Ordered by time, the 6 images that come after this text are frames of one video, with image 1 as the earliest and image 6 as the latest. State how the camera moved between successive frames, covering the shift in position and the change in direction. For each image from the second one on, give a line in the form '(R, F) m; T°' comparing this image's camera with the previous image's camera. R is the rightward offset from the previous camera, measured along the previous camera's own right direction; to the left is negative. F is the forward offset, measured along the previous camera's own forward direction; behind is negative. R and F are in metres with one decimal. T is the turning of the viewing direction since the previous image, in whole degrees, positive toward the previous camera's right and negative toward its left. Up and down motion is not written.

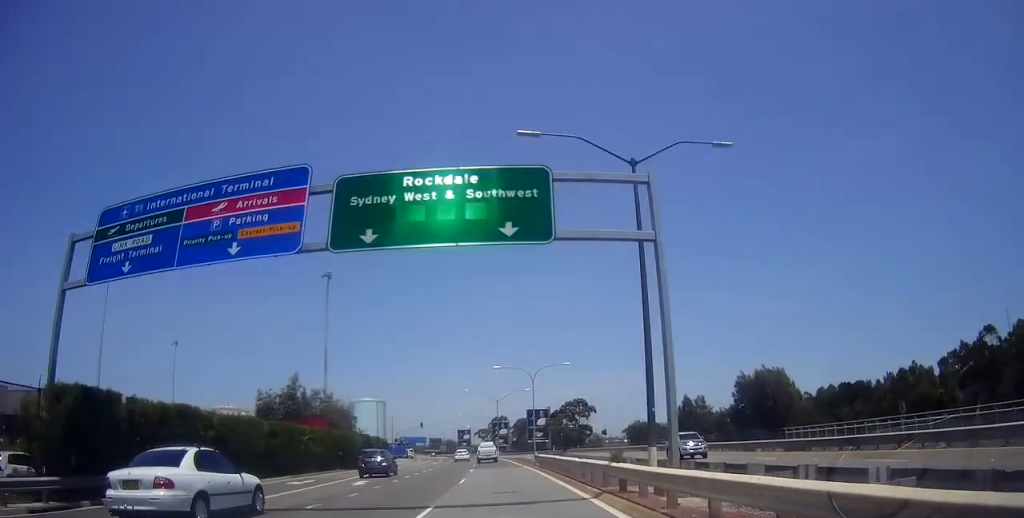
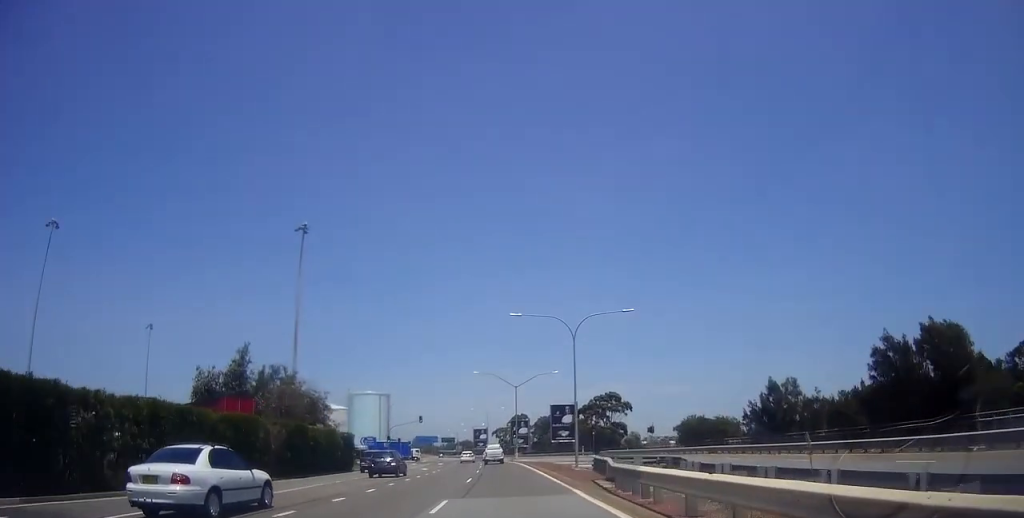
(-0.8, +23.0) m; -2°
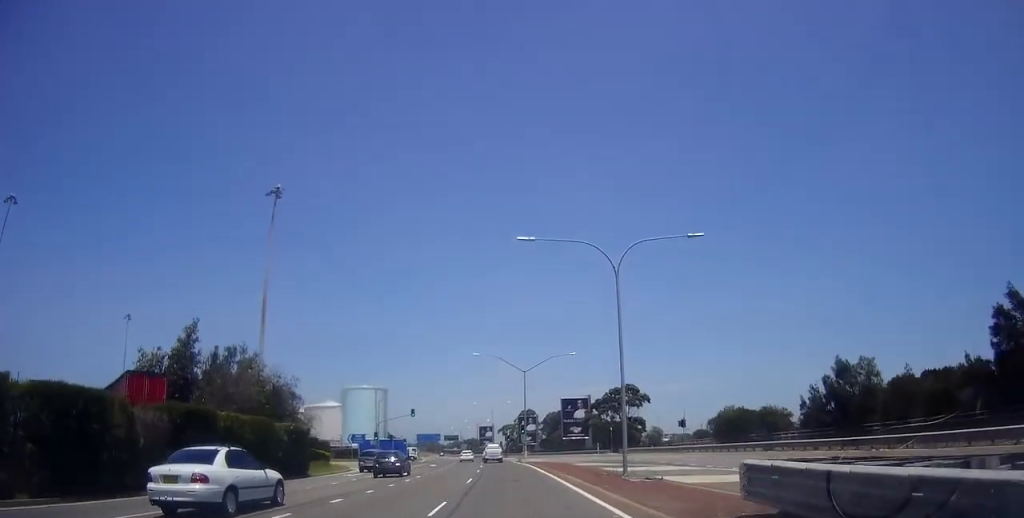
(0.0, +12.9) m; 0°
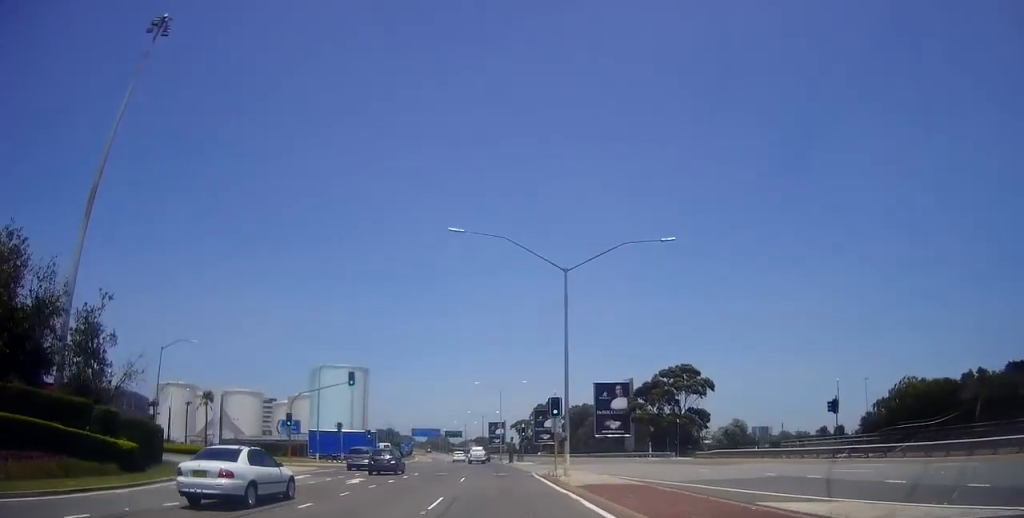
(-0.9, +34.7) m; -2°
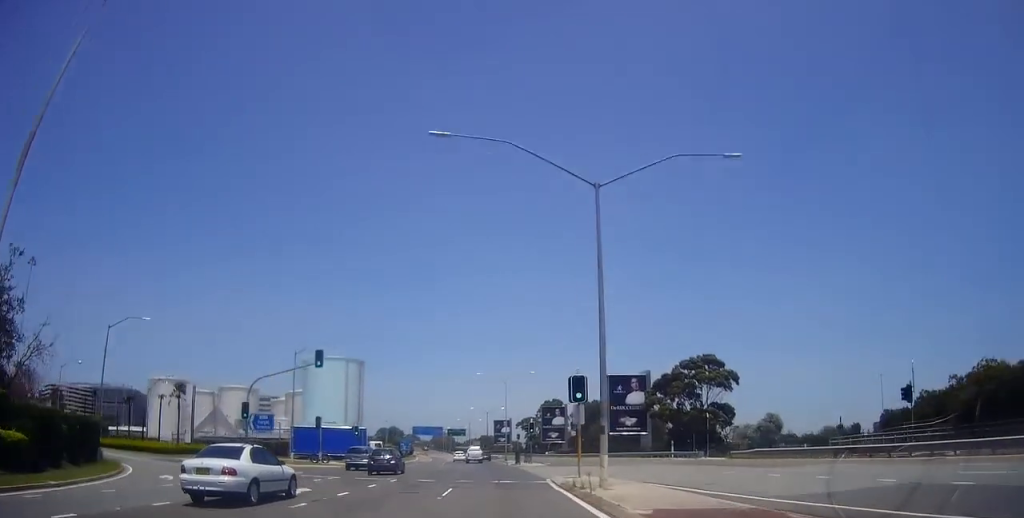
(0.0, +8.6) m; 0°
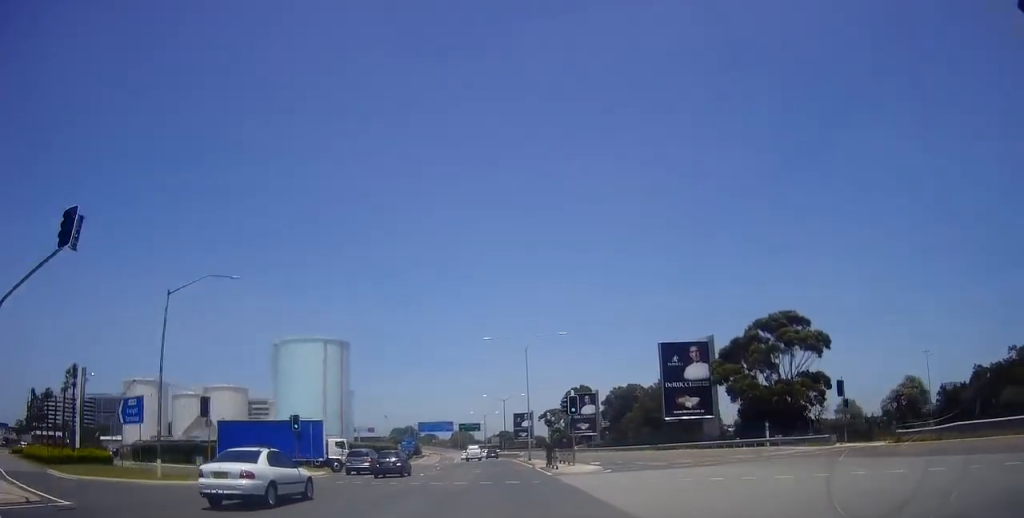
(-0.3, +23.0) m; -1°
